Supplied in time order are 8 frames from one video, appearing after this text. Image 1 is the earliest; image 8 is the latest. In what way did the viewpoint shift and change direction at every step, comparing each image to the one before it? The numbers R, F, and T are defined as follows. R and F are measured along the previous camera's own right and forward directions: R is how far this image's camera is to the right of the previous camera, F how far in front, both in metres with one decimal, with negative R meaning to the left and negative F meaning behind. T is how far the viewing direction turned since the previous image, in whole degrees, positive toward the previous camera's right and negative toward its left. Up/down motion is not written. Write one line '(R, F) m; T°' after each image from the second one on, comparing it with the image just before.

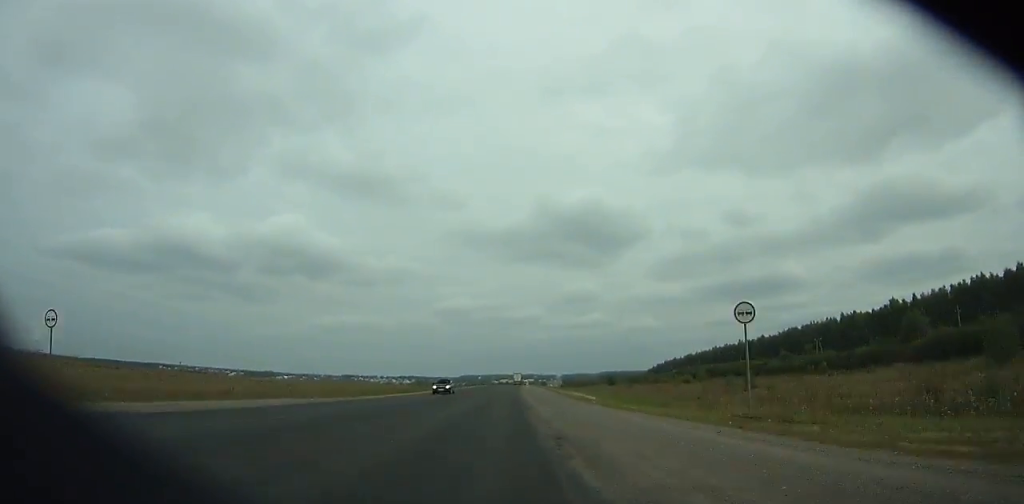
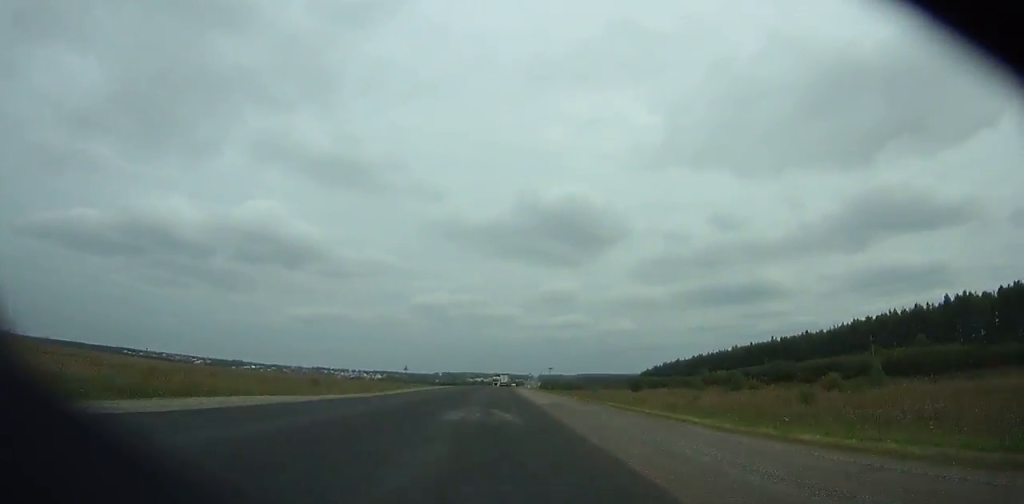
(+0.5, +72.9) m; +1°
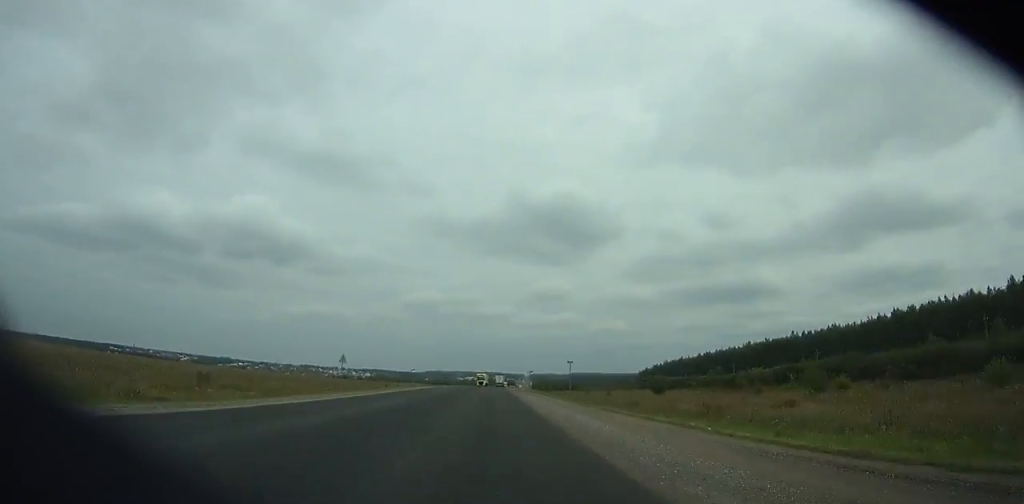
(-0.1, +29.3) m; +1°
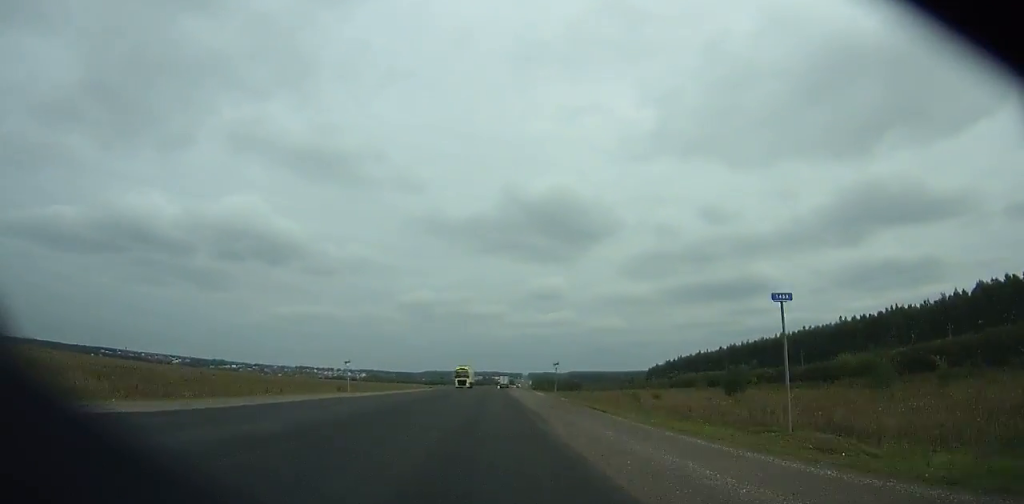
(+0.5, +39.6) m; +1°
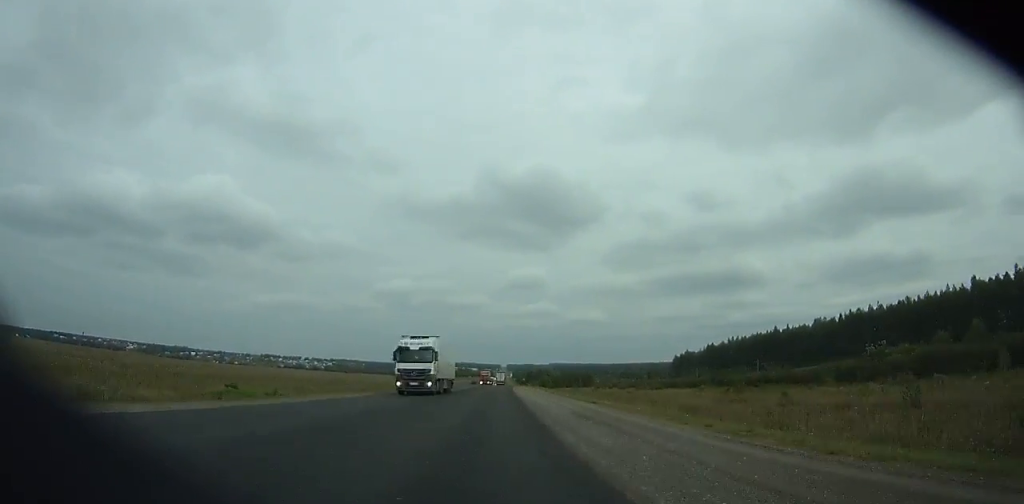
(+2.5, +127.3) m; +2°
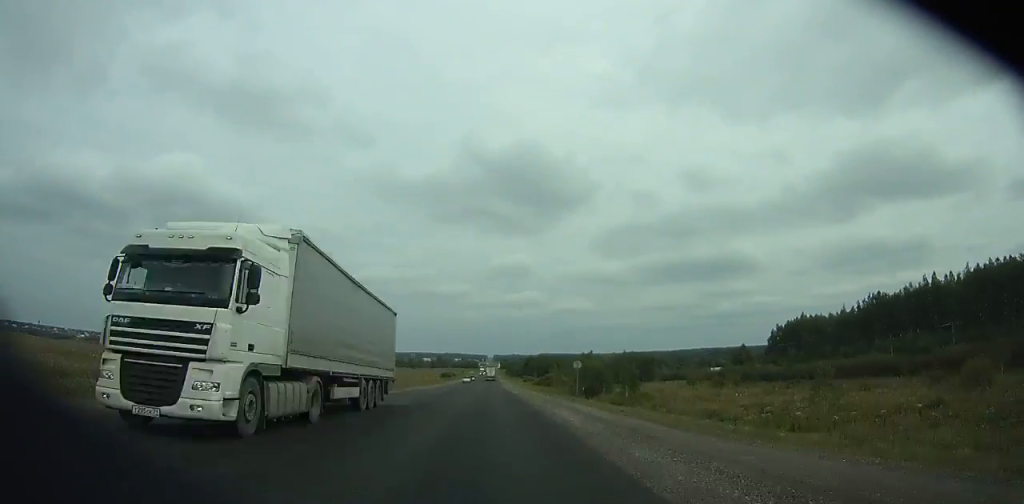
(+3.6, +165.8) m; +2°
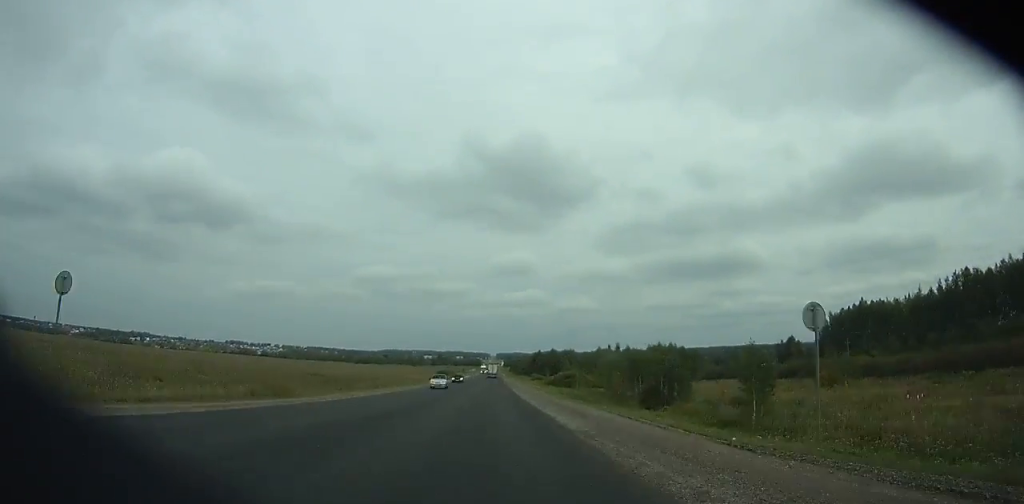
(0.0, +37.9) m; 0°
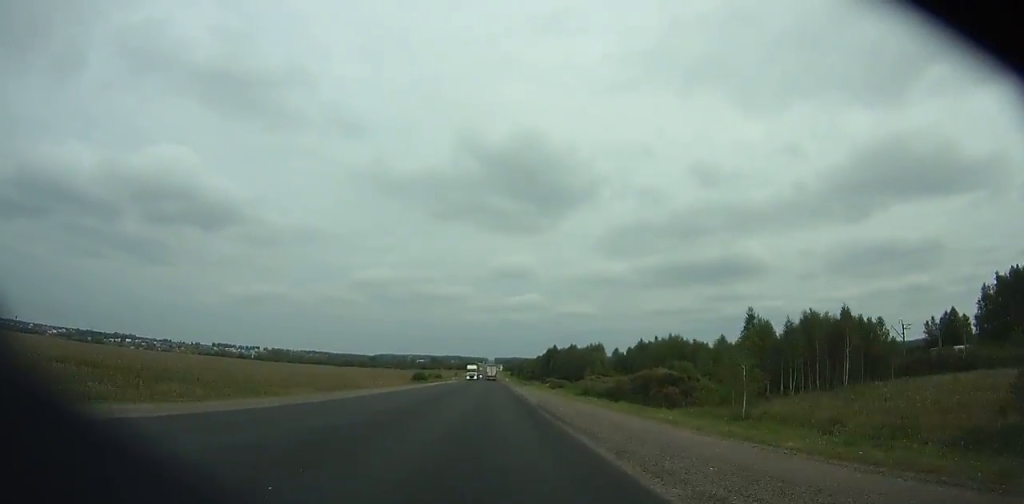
(-0.1, +78.6) m; 0°
